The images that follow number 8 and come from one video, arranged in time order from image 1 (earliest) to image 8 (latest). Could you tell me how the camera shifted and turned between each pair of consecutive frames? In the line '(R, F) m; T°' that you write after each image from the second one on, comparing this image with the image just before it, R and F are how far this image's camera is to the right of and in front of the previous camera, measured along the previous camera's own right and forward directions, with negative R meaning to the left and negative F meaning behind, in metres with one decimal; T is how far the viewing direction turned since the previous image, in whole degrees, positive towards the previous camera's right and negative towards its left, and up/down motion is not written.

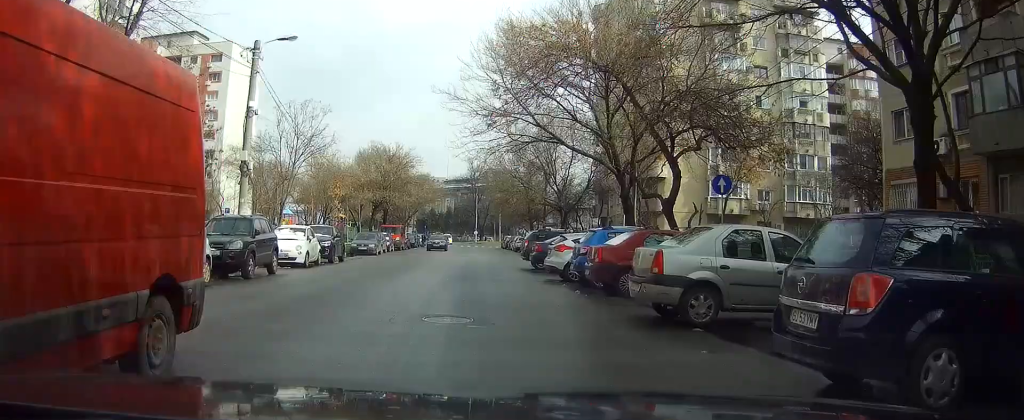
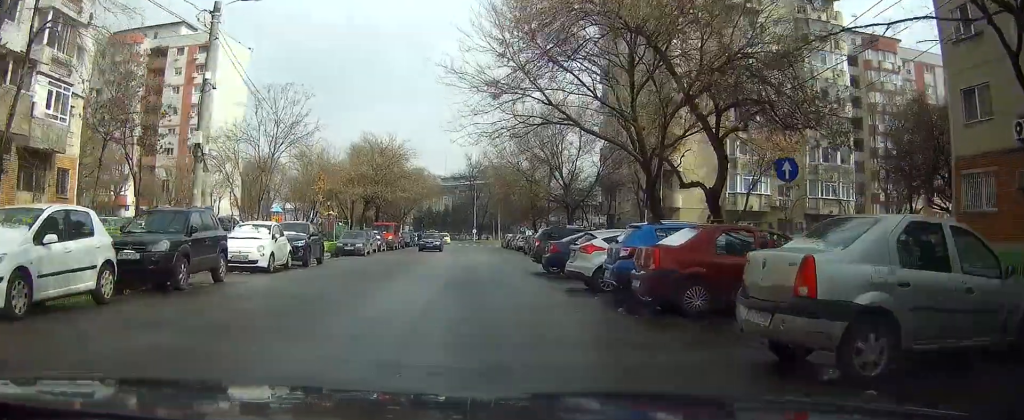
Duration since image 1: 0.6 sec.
(+0.2, +4.6) m; +3°
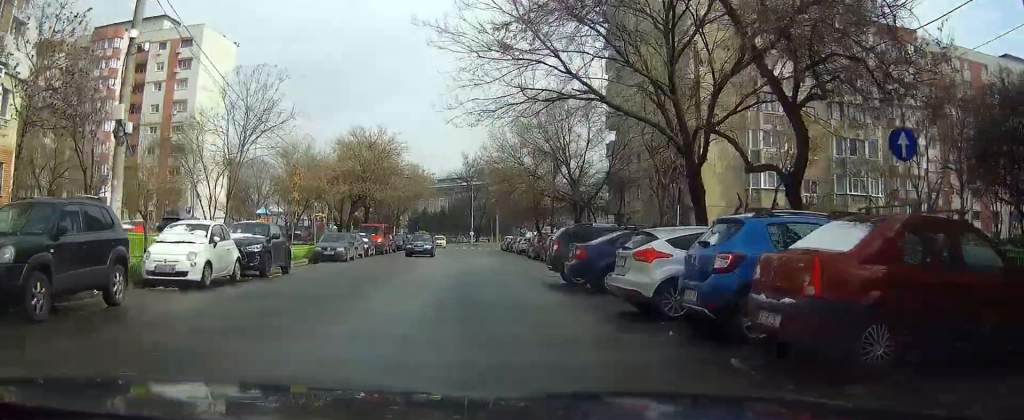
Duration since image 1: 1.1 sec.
(+0.1, +4.8) m; +3°
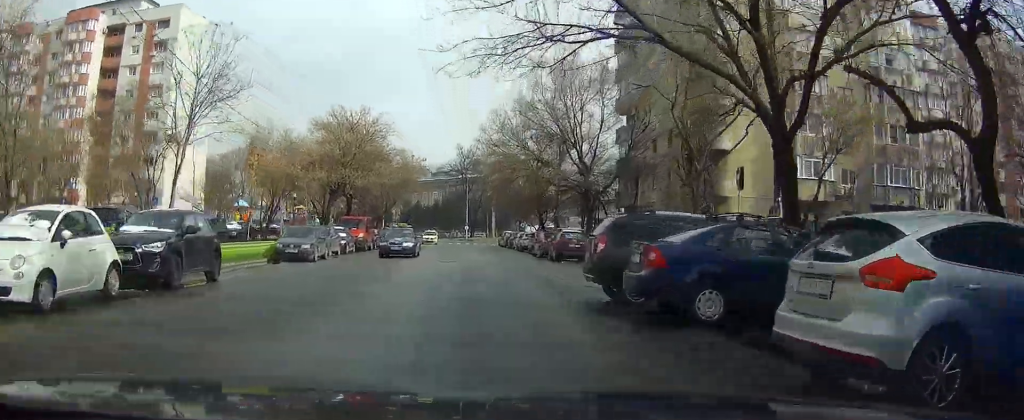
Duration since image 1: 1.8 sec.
(+0.2, +6.6) m; +1°
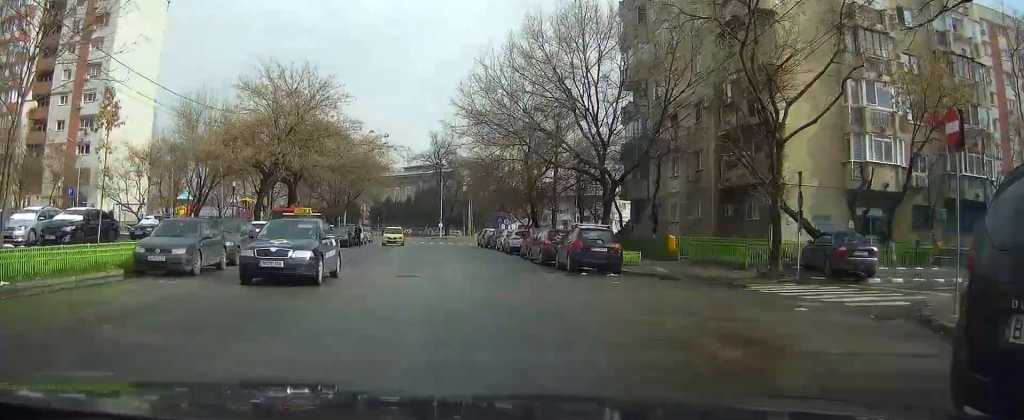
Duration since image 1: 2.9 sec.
(+0.1, +11.1) m; 0°
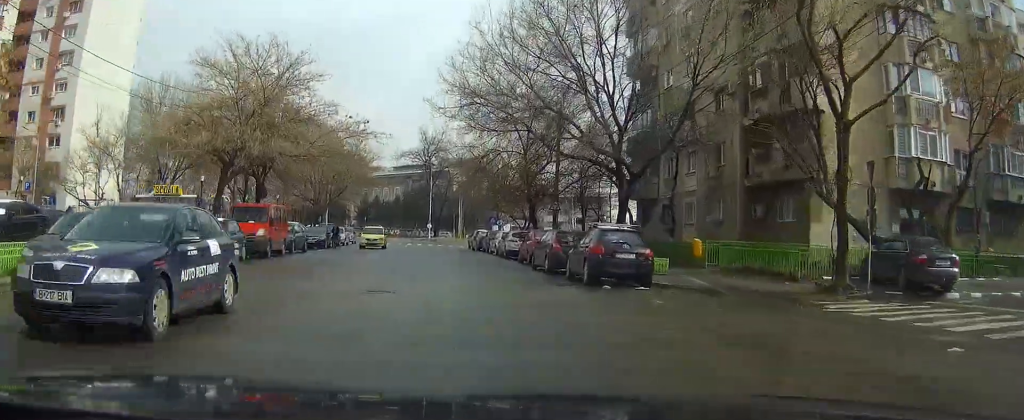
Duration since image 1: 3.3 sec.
(0.0, +4.8) m; -1°
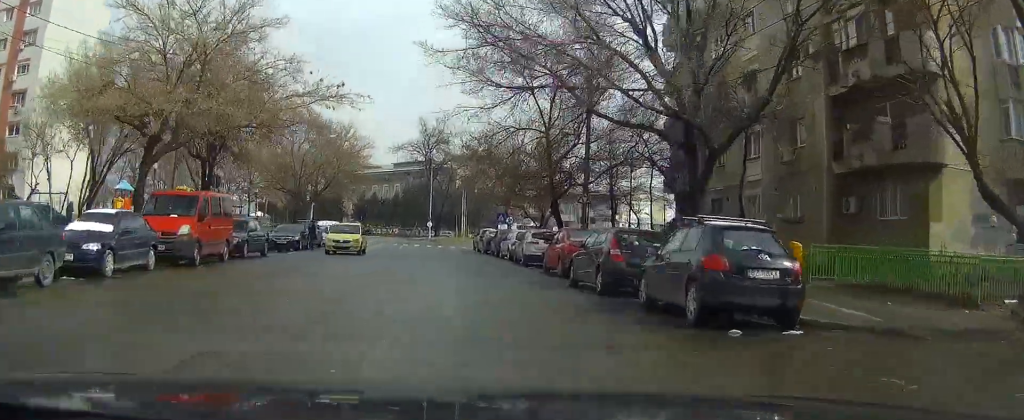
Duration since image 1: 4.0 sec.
(0.0, +8.2) m; -2°
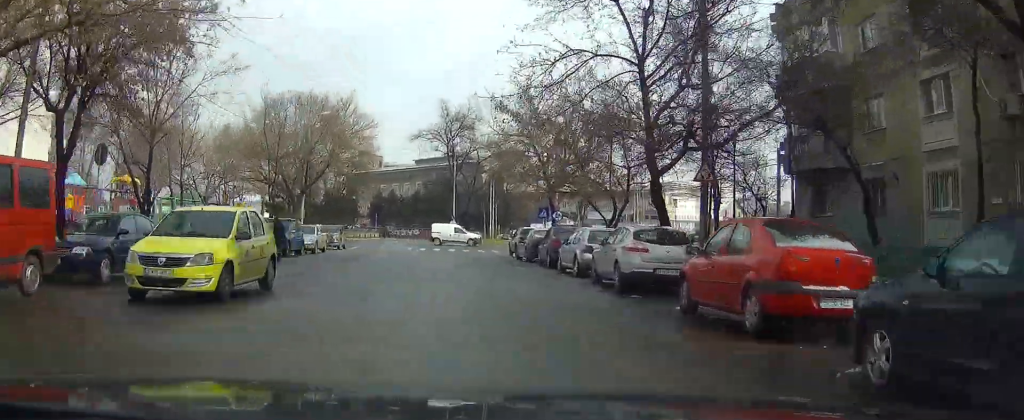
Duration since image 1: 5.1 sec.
(-0.5, +13.0) m; -2°
